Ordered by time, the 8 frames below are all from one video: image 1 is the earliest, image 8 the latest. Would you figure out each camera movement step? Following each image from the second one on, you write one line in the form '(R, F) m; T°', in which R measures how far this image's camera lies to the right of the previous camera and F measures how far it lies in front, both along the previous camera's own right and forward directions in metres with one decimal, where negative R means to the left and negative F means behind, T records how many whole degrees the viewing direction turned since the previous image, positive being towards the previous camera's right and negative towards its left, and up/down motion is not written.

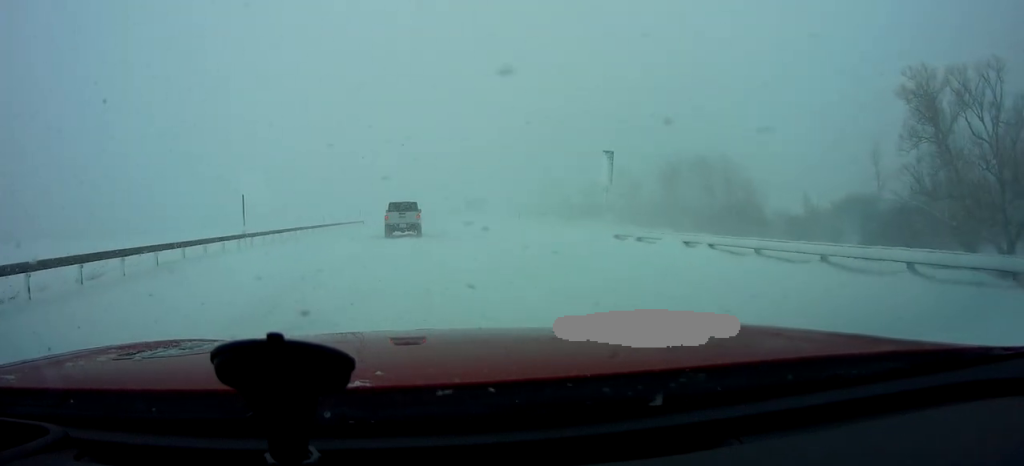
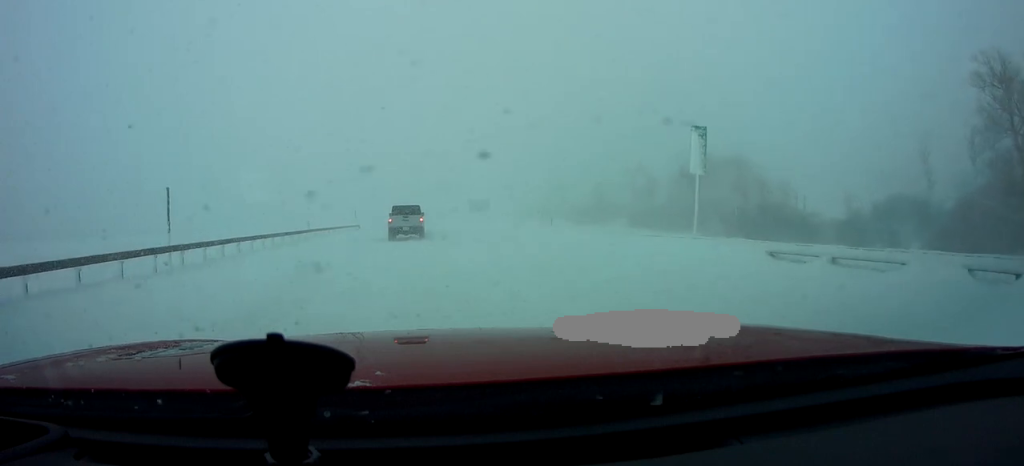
(-0.6, +7.1) m; 0°
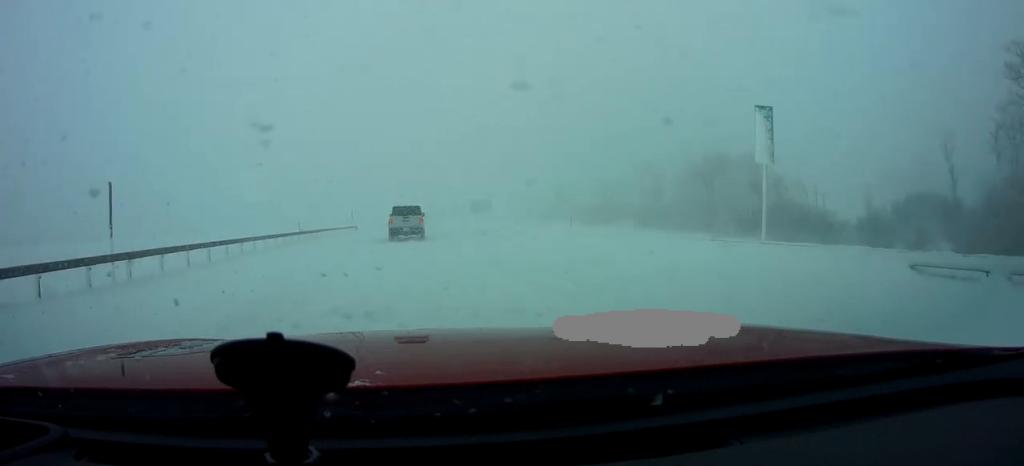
(+0.2, +3.1) m; +2°
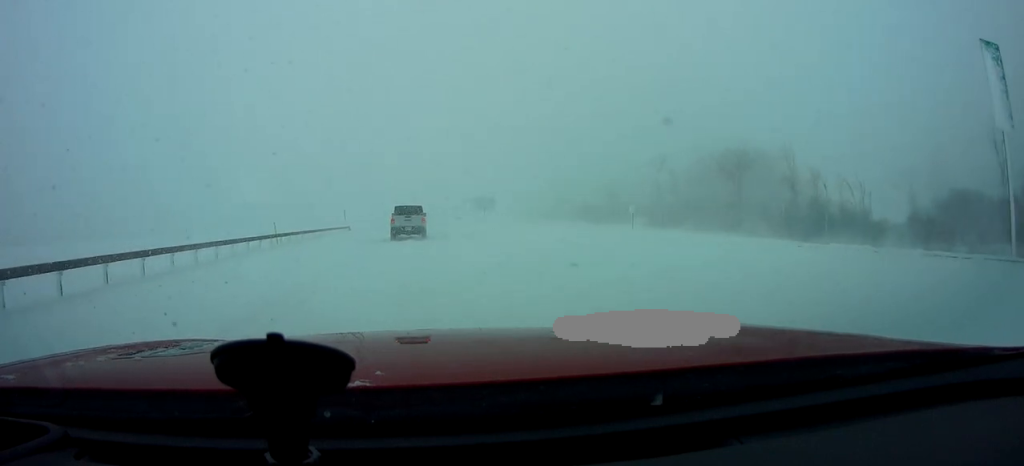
(+0.3, +6.2) m; +2°
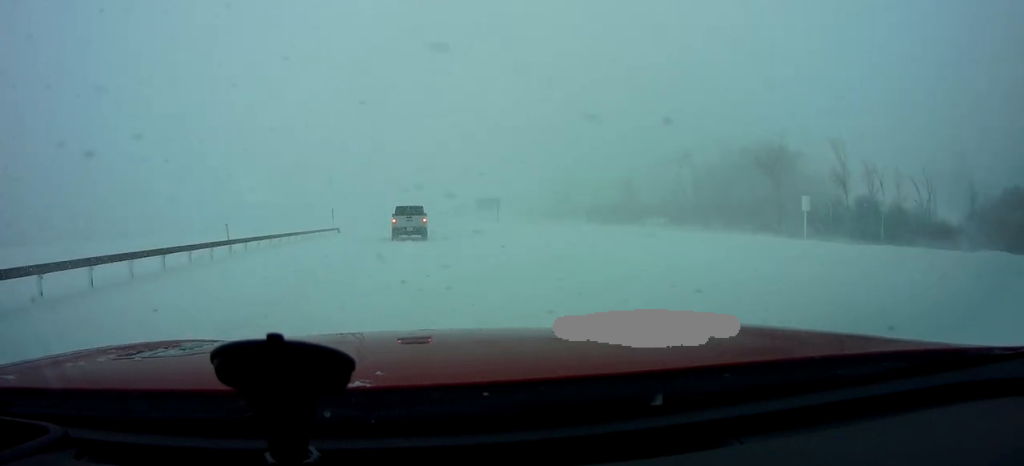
(-0.1, +7.8) m; -3°
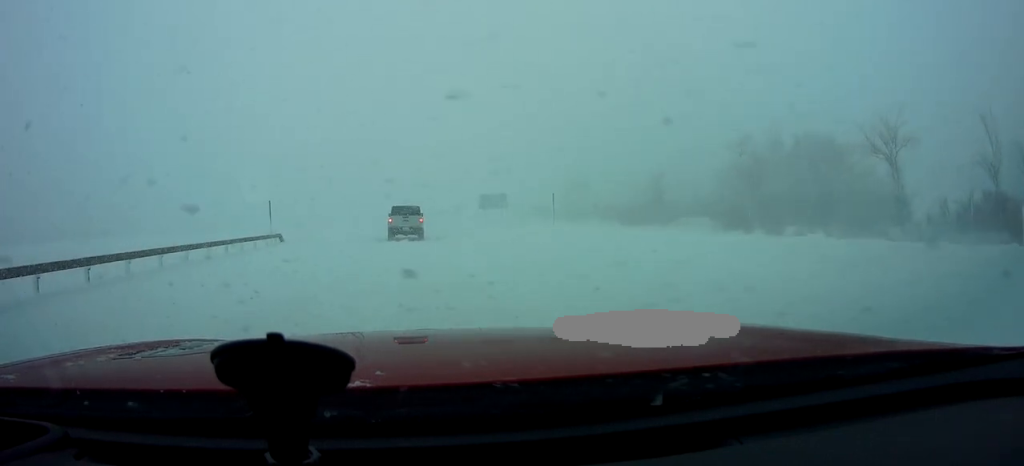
(+0.2, +18.4) m; +1°
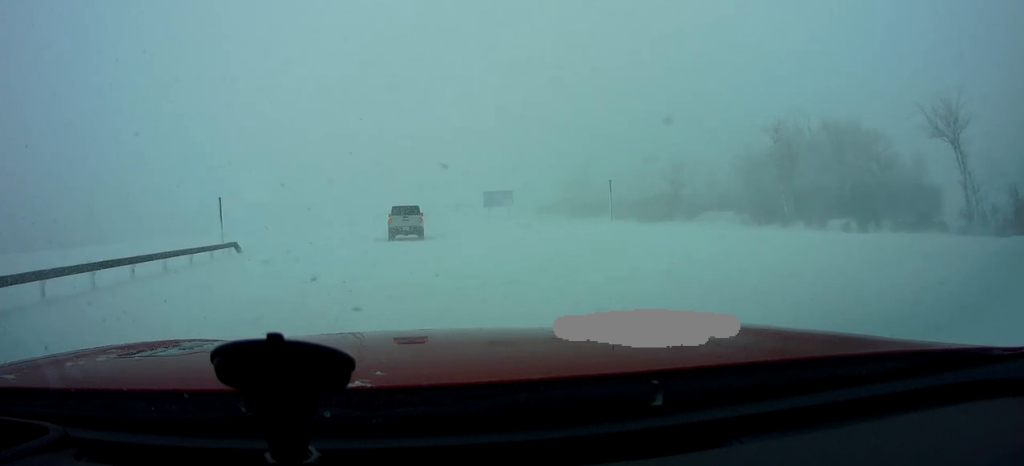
(-0.3, +7.3) m; 0°
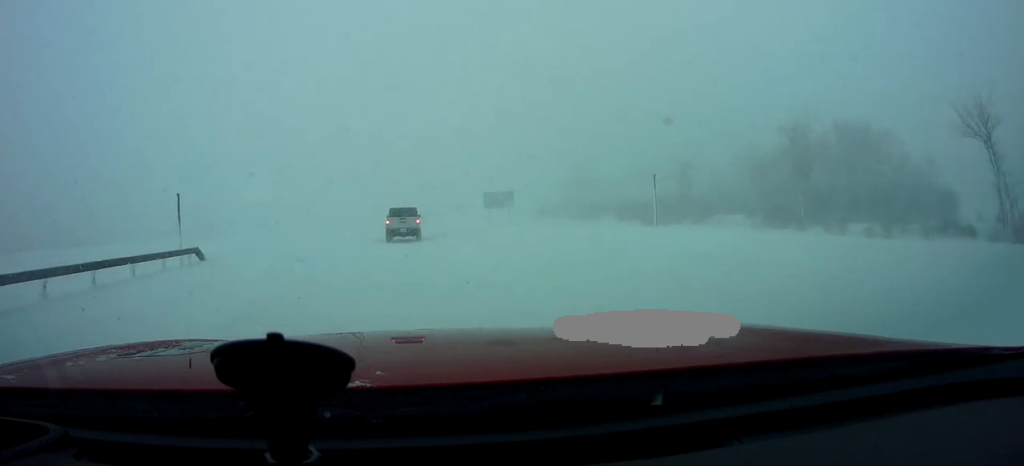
(+0.3, +3.7) m; 0°
